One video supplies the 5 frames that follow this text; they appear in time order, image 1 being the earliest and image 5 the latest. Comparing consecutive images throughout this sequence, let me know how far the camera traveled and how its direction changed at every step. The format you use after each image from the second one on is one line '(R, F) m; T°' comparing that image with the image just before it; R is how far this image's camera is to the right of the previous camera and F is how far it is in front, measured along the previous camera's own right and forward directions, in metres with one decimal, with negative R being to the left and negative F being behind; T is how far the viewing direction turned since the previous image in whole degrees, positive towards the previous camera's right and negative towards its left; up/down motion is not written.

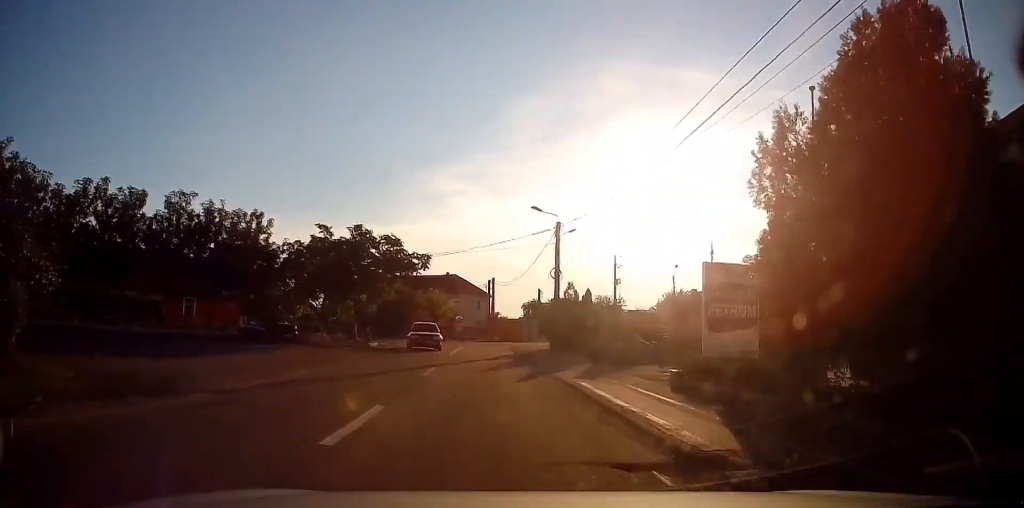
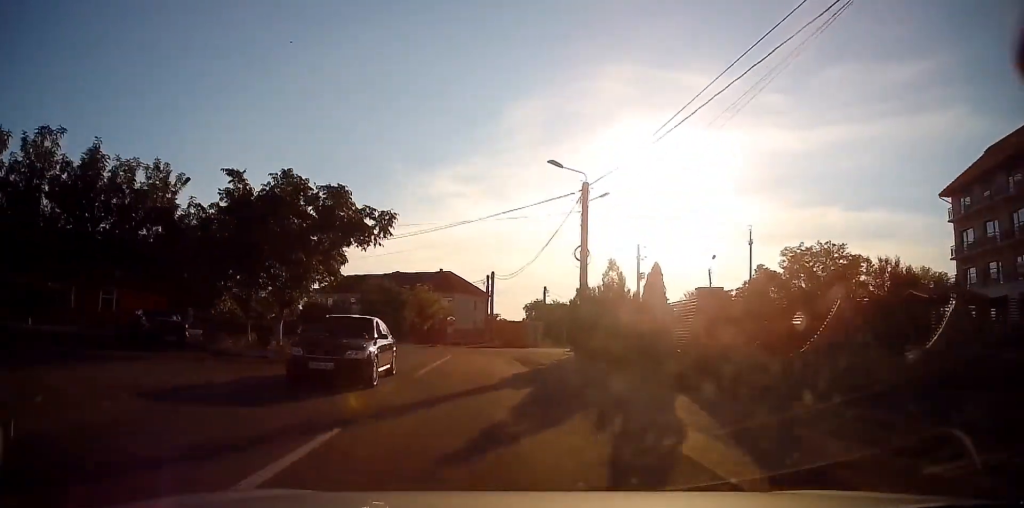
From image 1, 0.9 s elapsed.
(-0.3, +11.0) m; 0°
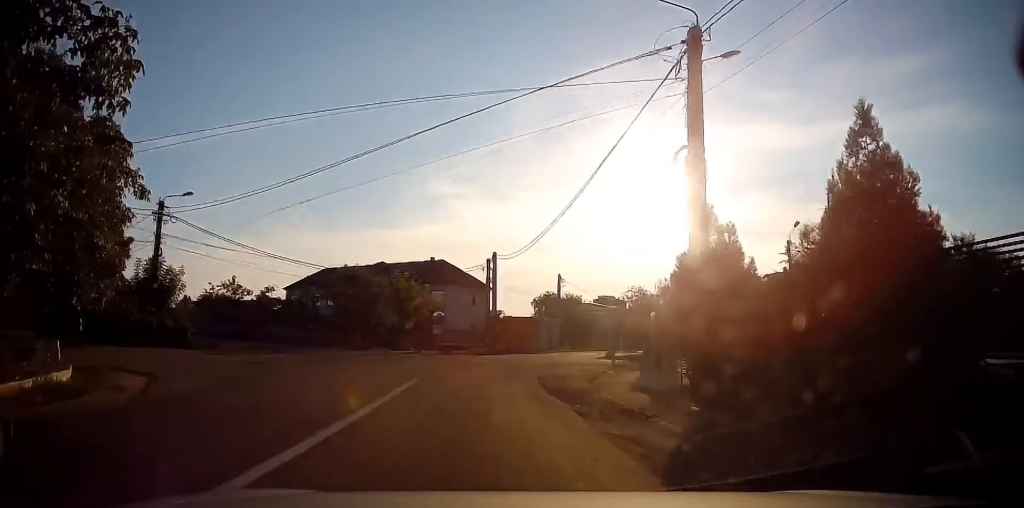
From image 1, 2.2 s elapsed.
(+0.3, +14.4) m; 0°
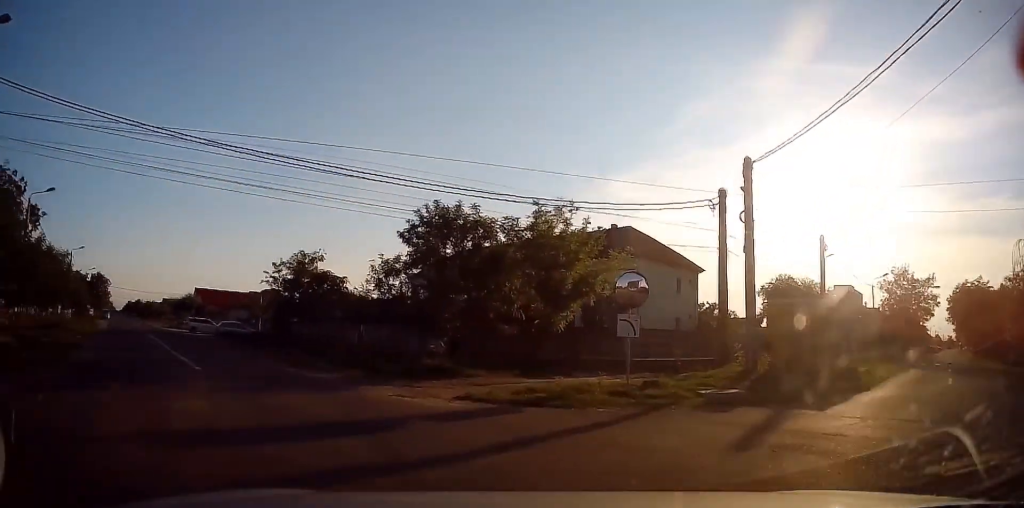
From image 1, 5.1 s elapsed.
(-2.3, +25.6) m; -22°
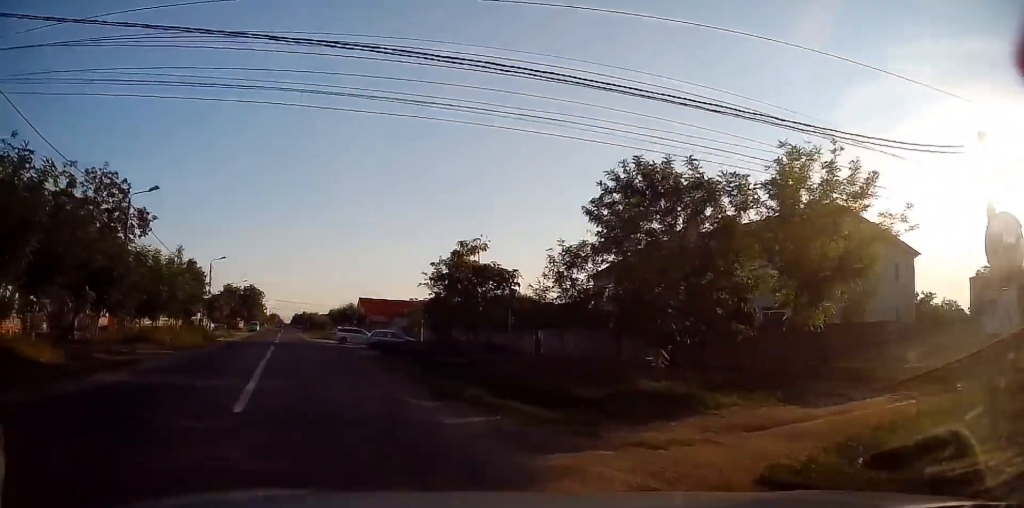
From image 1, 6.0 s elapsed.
(-1.0, +7.0) m; -20°
